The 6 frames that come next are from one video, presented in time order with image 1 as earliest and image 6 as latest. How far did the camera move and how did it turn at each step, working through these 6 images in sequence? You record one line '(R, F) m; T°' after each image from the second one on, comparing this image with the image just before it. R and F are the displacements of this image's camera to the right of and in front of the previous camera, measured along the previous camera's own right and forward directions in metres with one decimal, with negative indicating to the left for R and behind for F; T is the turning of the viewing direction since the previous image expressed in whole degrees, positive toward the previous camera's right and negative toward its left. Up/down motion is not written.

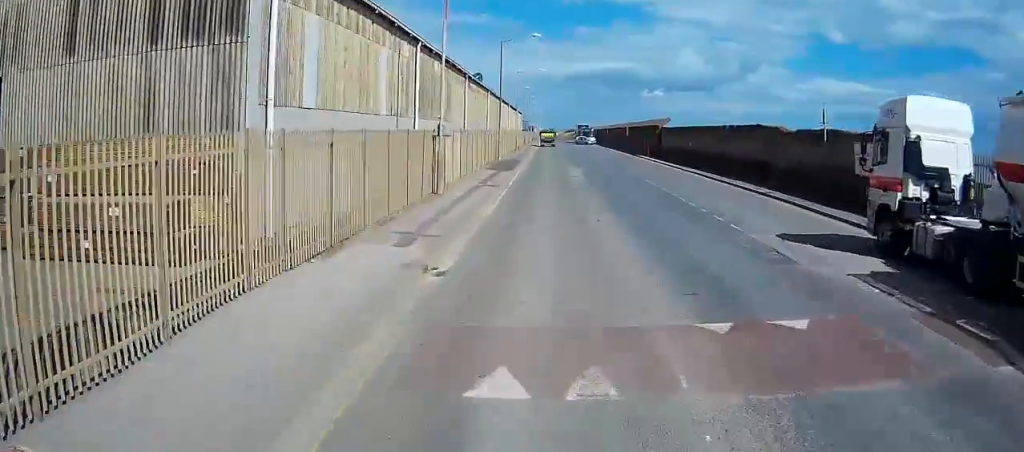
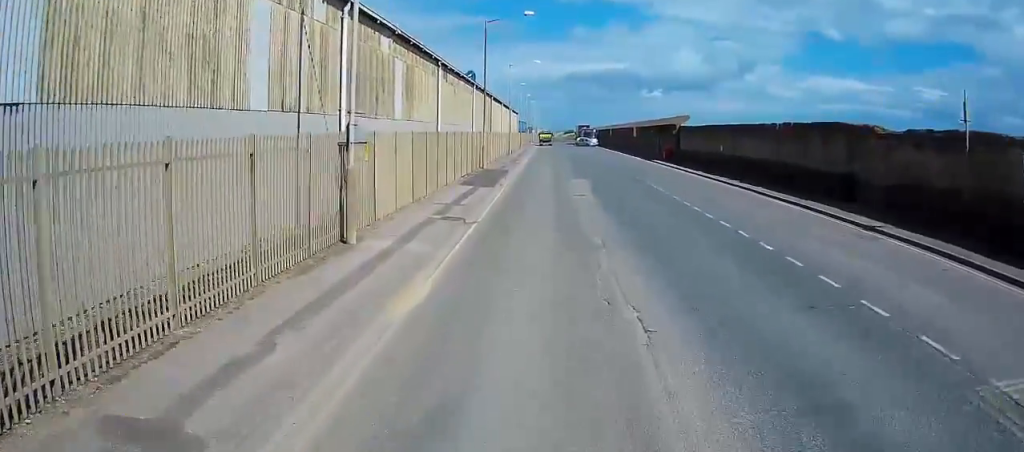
(-0.2, +14.5) m; -3°
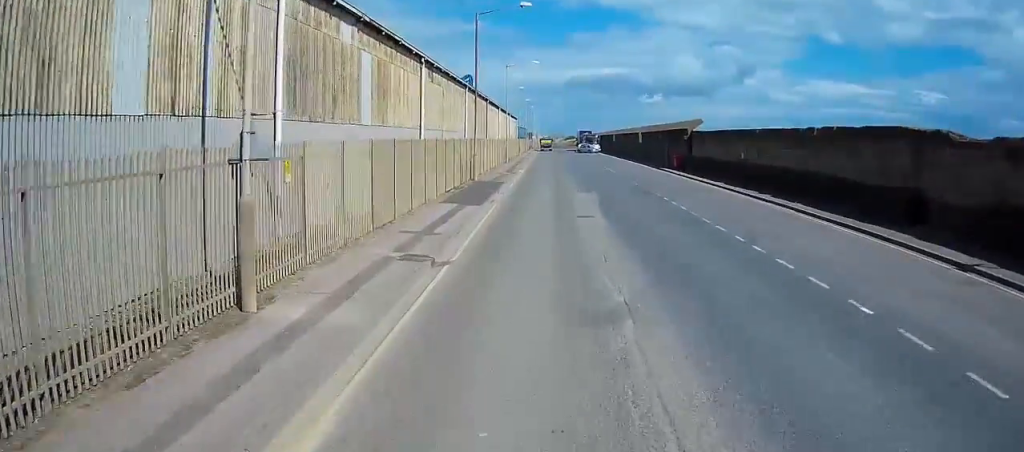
(-0.2, +7.5) m; -5°
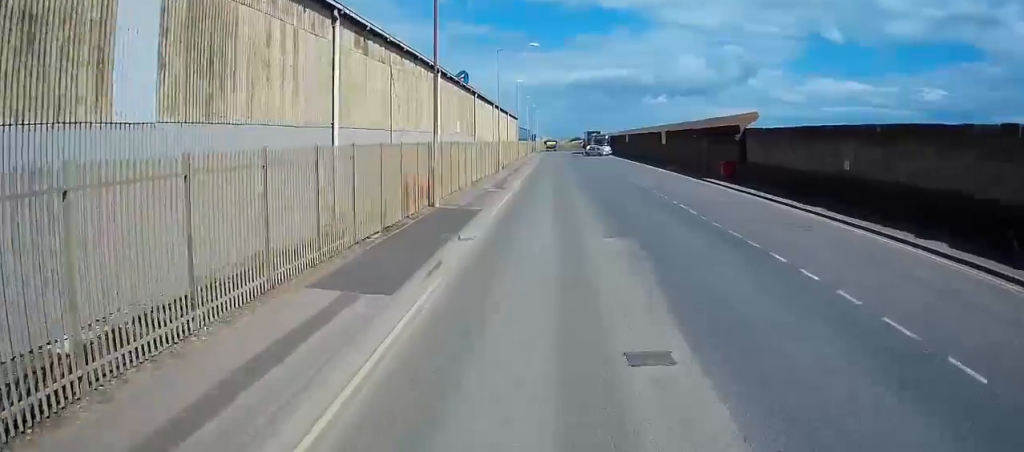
(-0.5, +18.1) m; +4°
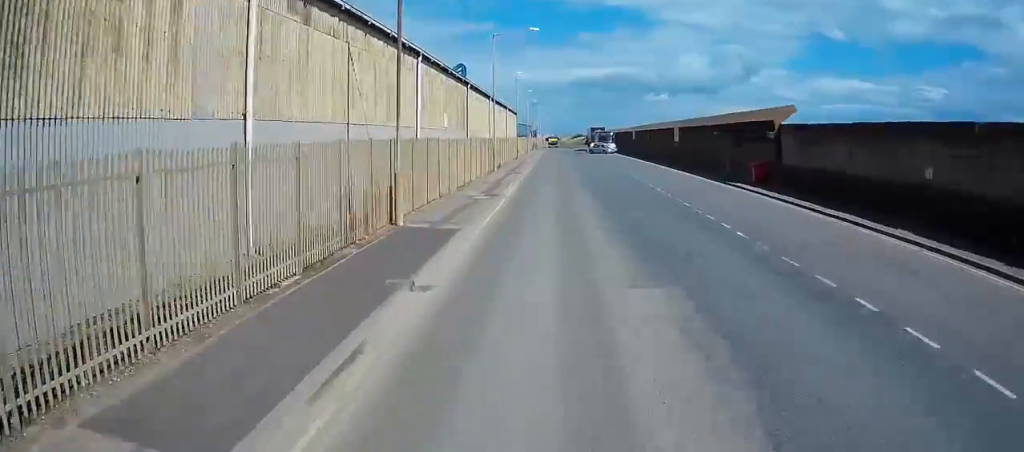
(+0.3, +6.9) m; +3°
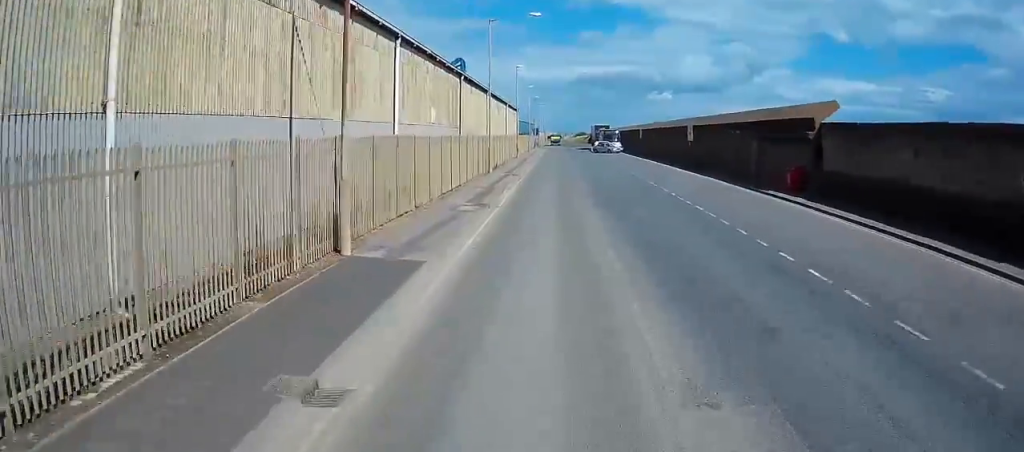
(+0.1, +5.6) m; +1°
